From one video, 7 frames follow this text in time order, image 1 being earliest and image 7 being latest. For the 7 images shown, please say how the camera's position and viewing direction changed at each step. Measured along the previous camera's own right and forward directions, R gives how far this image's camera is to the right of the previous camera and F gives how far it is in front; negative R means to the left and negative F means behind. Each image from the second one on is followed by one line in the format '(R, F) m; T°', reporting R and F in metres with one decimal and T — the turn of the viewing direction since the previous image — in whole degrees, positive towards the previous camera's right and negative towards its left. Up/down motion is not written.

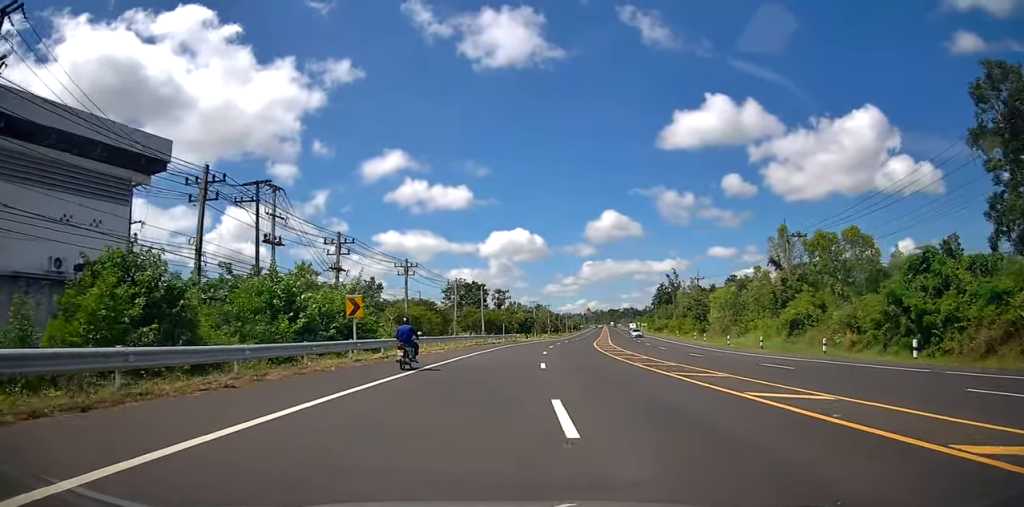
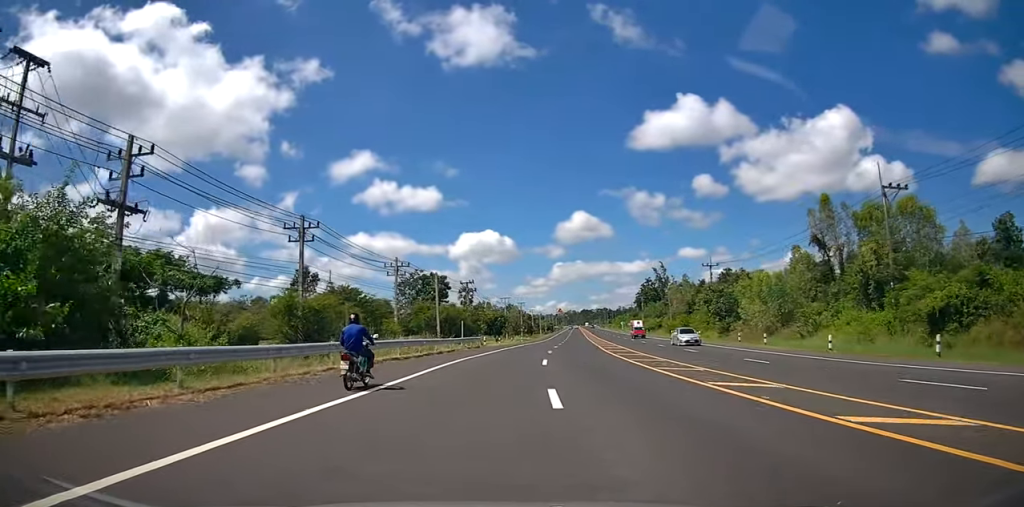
(+0.7, +22.1) m; +3°
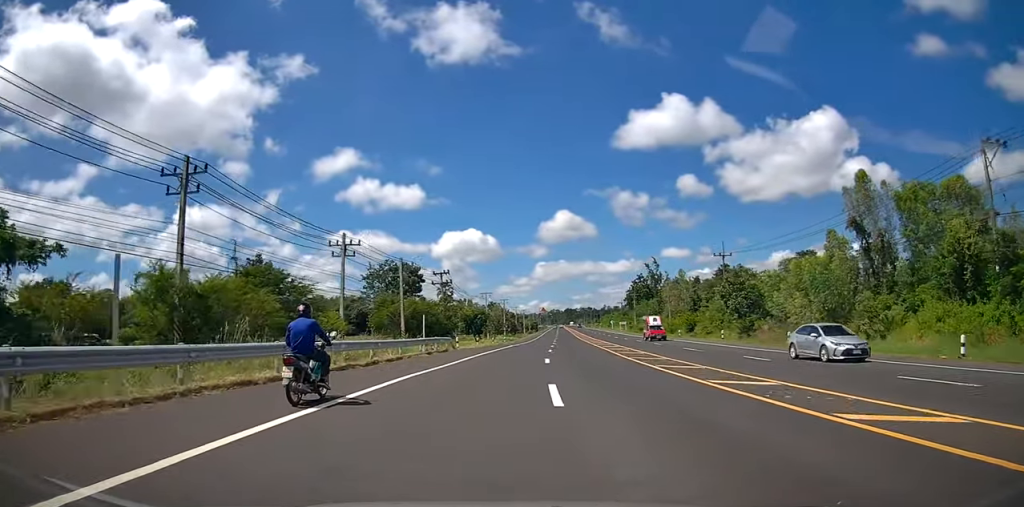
(+0.2, +12.1) m; +2°
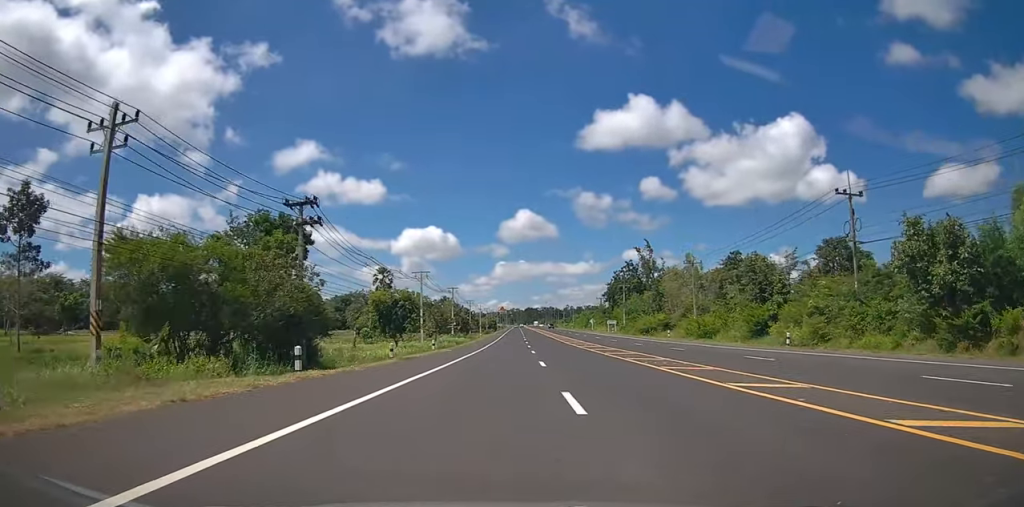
(+1.6, +37.6) m; +3°
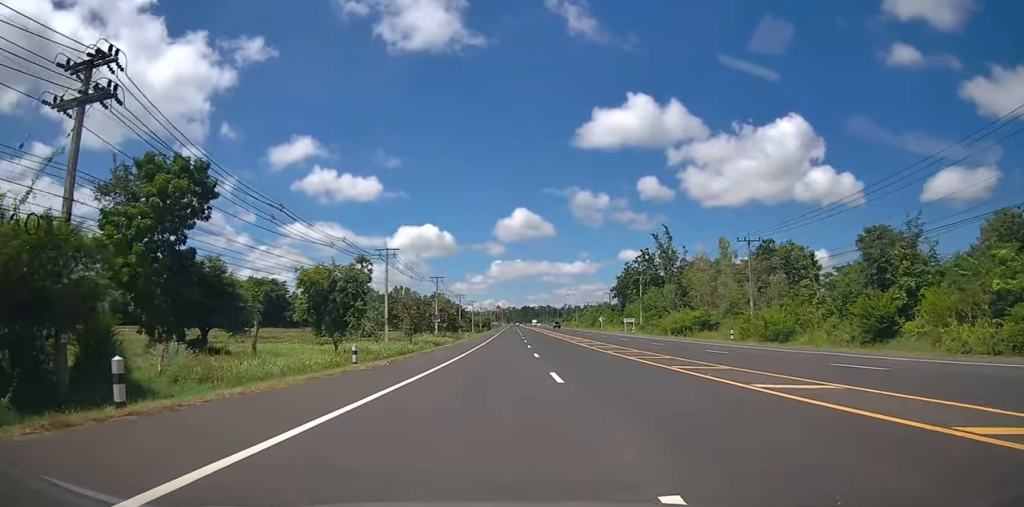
(0.0, +19.4) m; 0°
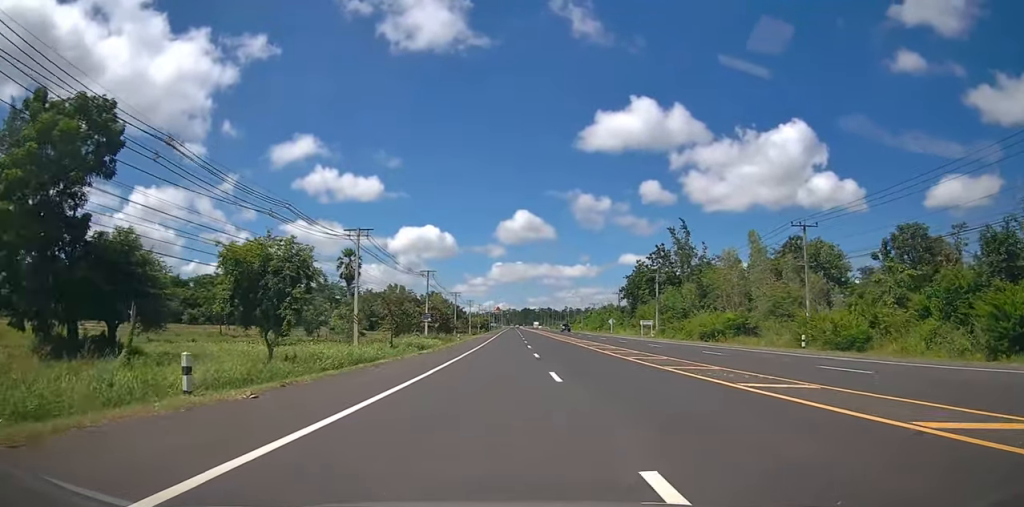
(0.0, +11.2) m; 0°
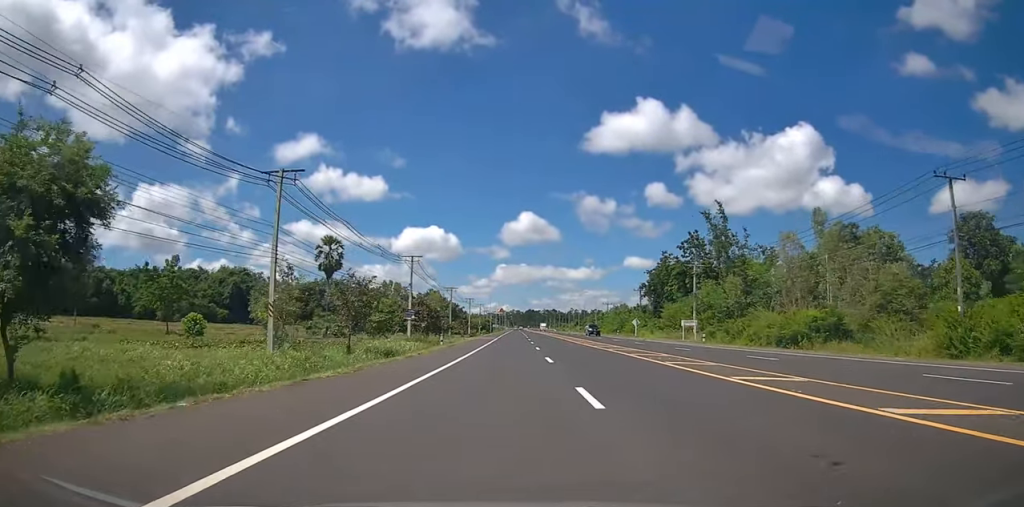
(0.0, +17.1) m; 0°
